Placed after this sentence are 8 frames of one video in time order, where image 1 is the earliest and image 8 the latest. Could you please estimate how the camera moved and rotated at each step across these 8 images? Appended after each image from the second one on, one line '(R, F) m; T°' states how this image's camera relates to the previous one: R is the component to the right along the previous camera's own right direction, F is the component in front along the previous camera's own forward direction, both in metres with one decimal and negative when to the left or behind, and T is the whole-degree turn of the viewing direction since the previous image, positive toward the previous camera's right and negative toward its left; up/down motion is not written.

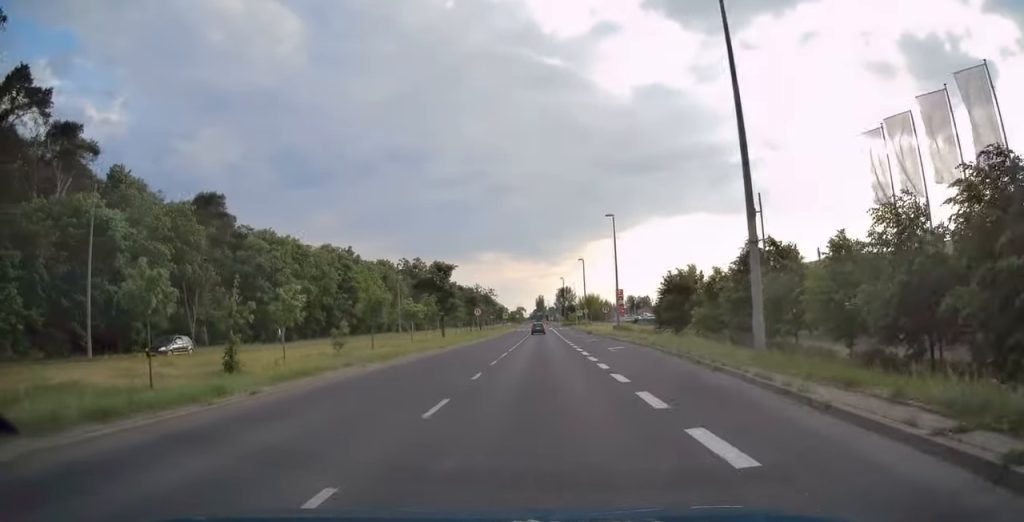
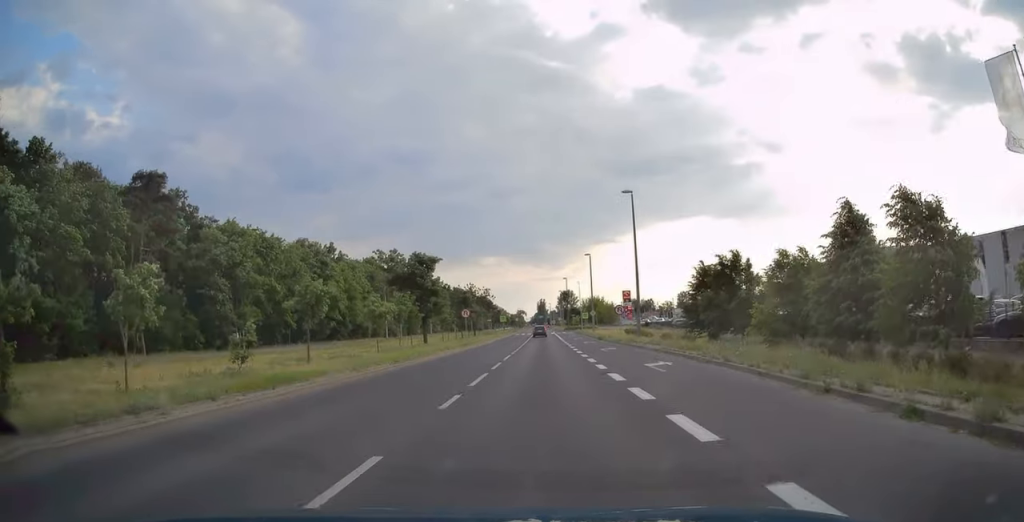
(0.0, +10.8) m; 0°
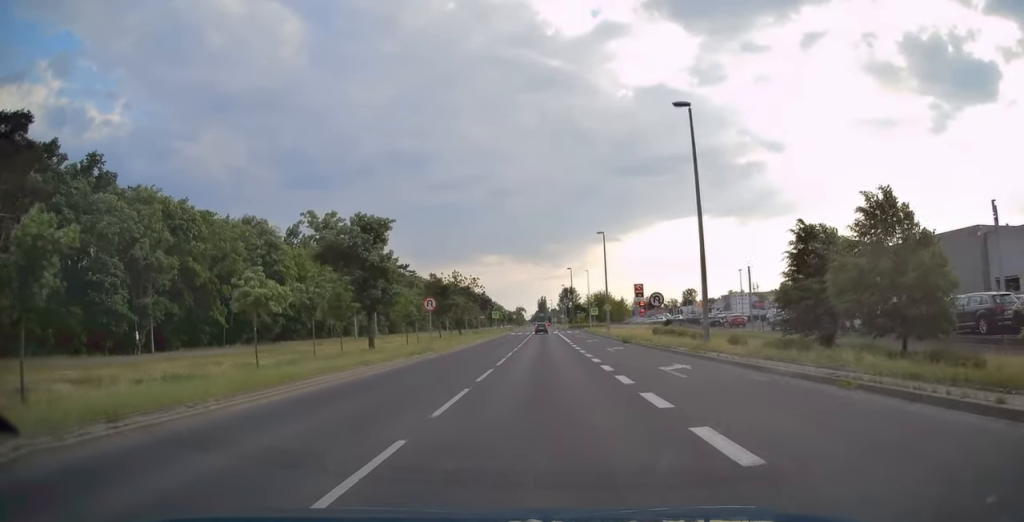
(+0.1, +17.2) m; 0°
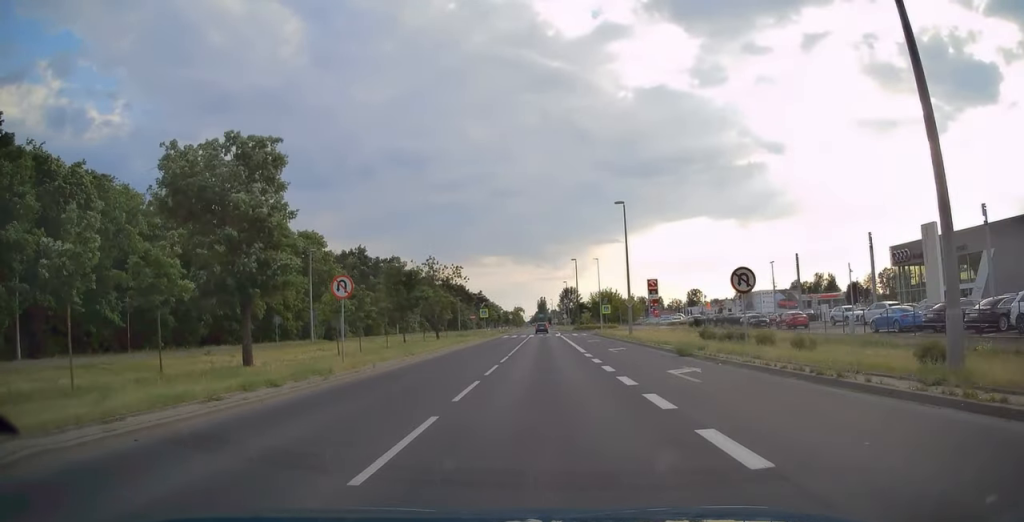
(0.0, +15.9) m; -1°
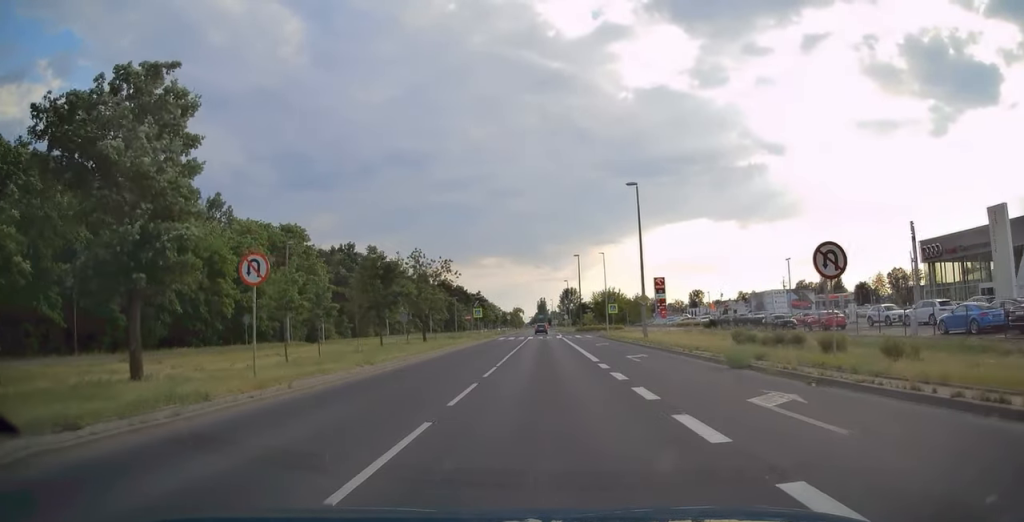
(-0.1, +6.5) m; -1°
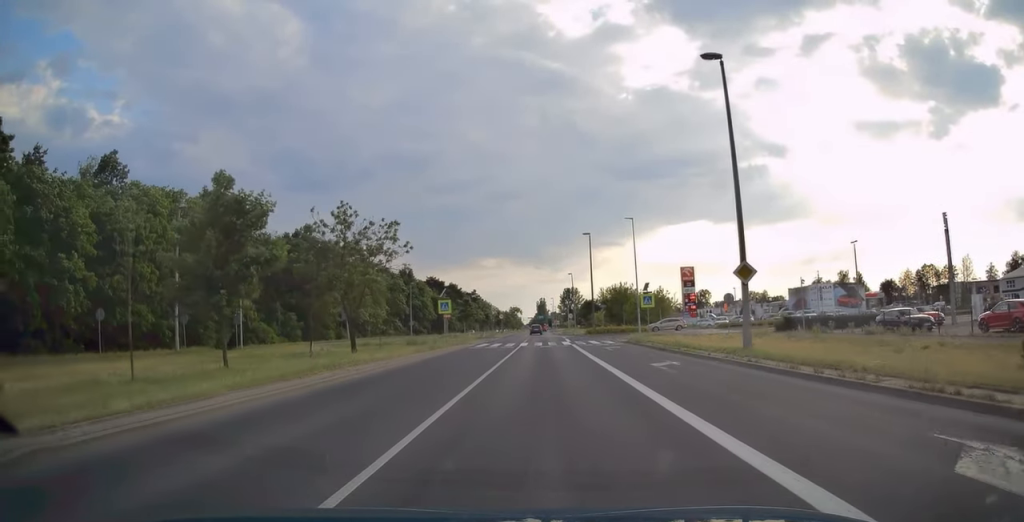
(-0.2, +19.9) m; +1°
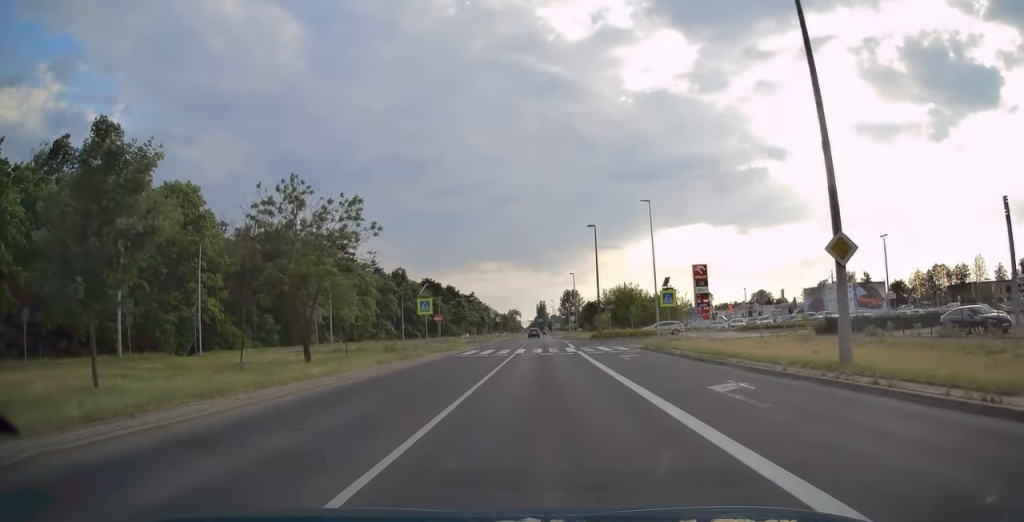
(+0.2, +6.7) m; 0°
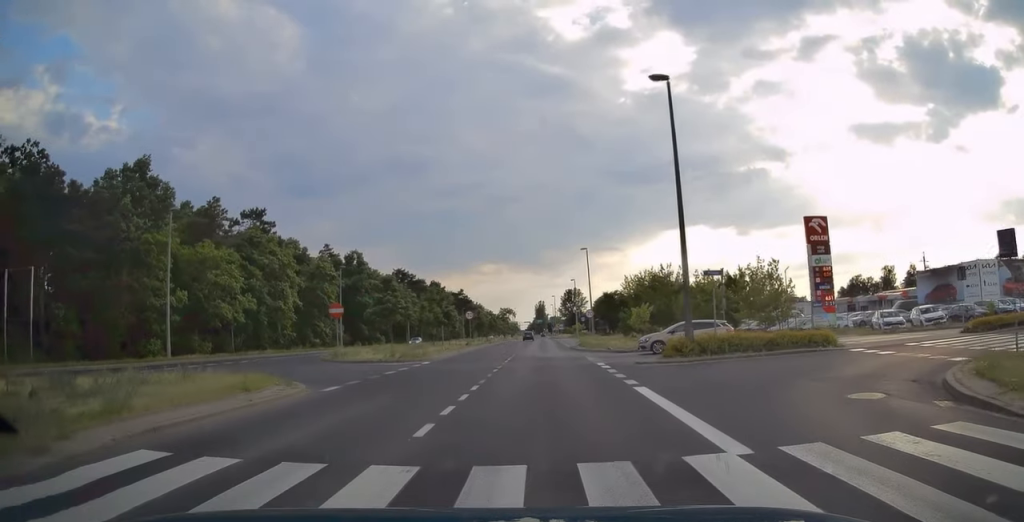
(+0.1, +33.5) m; 0°
